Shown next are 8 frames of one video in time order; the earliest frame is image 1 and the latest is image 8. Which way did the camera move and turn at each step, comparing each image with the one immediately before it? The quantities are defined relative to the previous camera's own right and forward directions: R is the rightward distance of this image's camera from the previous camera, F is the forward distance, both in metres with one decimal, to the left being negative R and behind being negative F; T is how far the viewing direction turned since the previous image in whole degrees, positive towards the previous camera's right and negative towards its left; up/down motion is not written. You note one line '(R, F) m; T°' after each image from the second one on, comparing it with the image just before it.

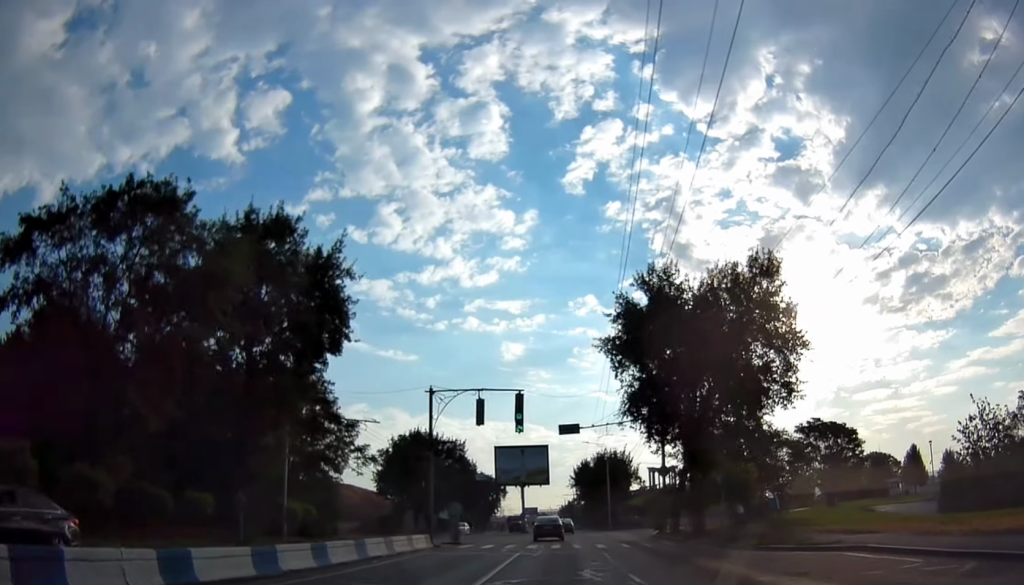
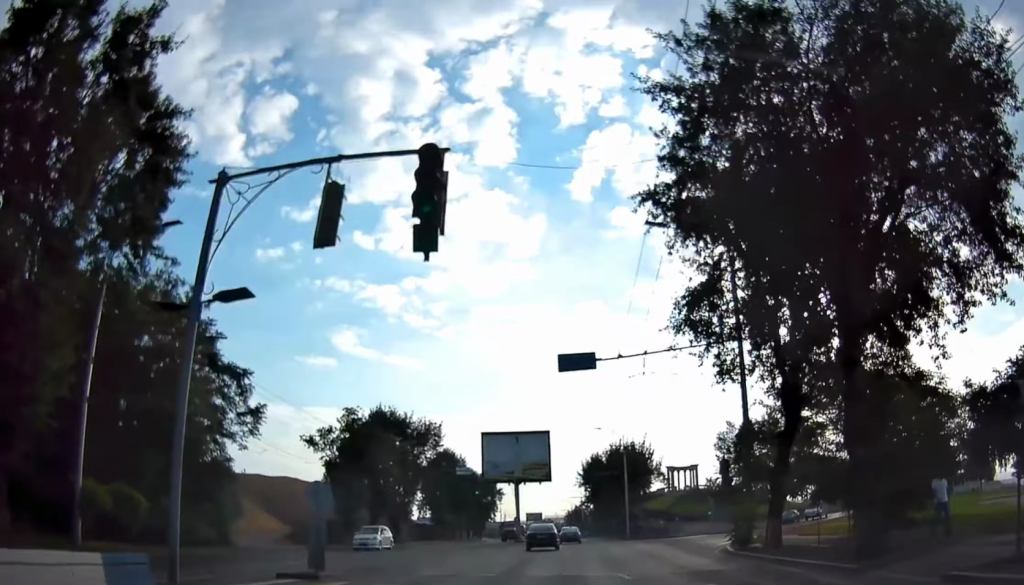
(+0.1, +19.5) m; -1°
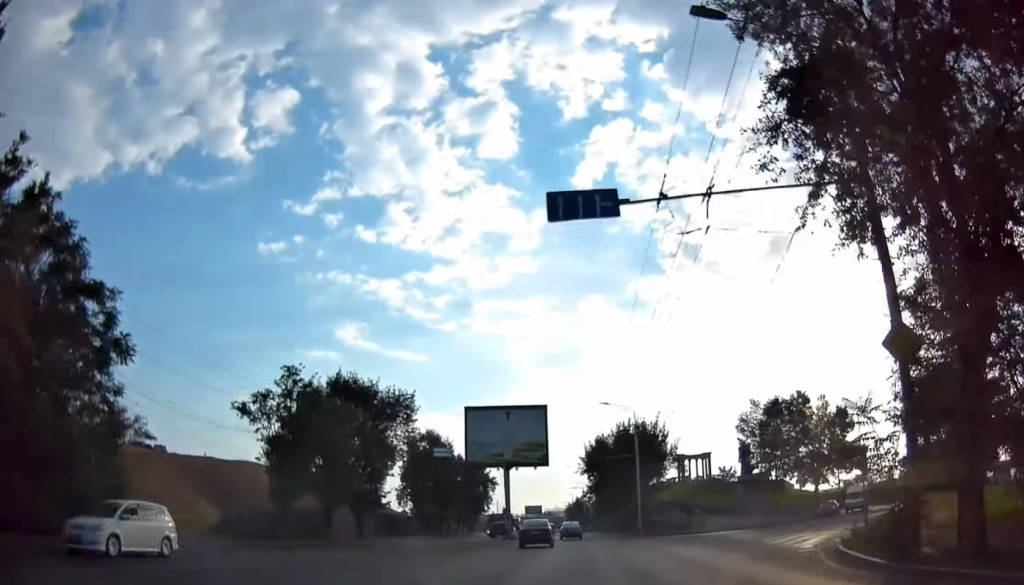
(-0.1, +12.0) m; 0°
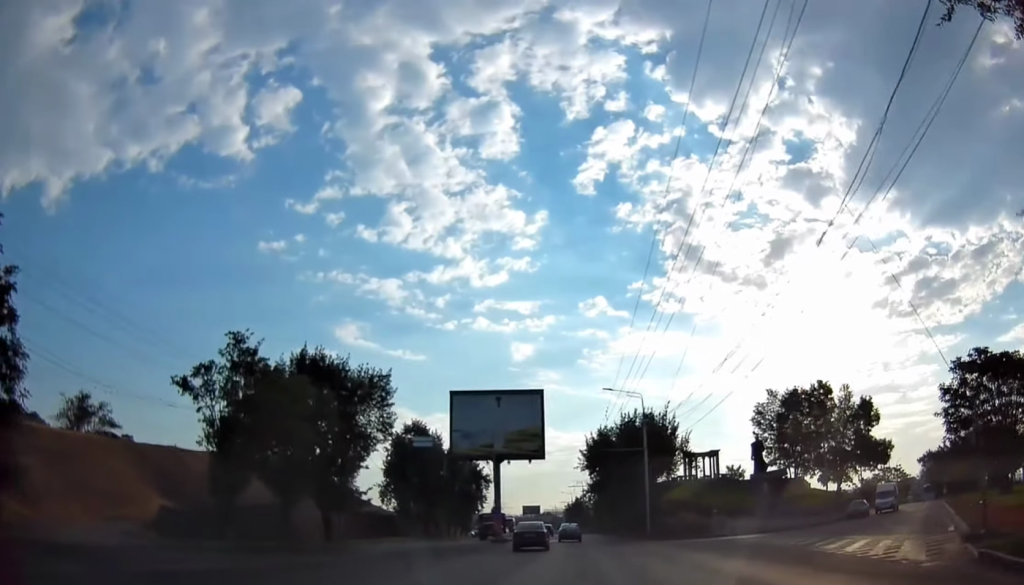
(-0.2, +7.4) m; 0°
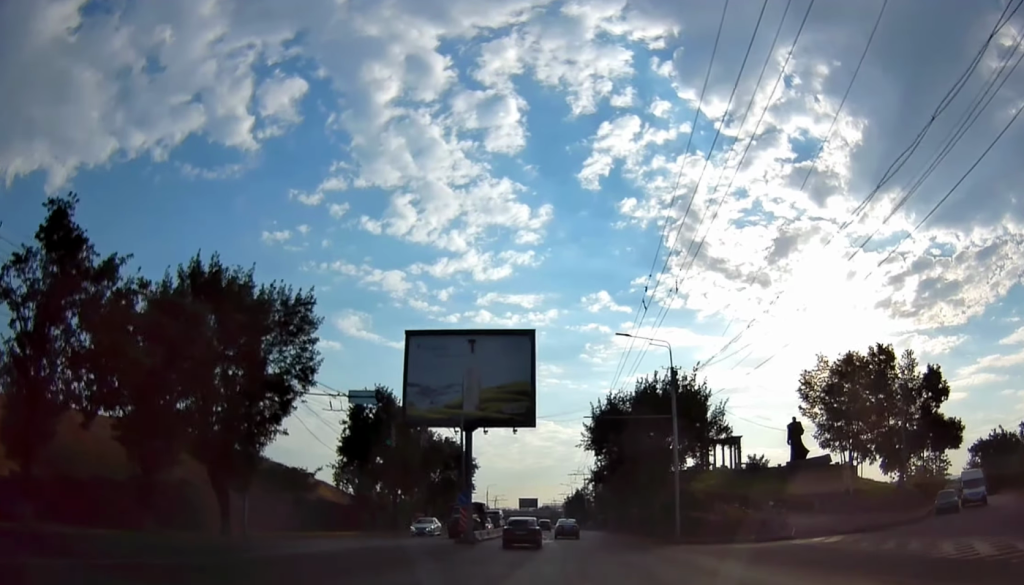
(+0.2, +15.2) m; 0°
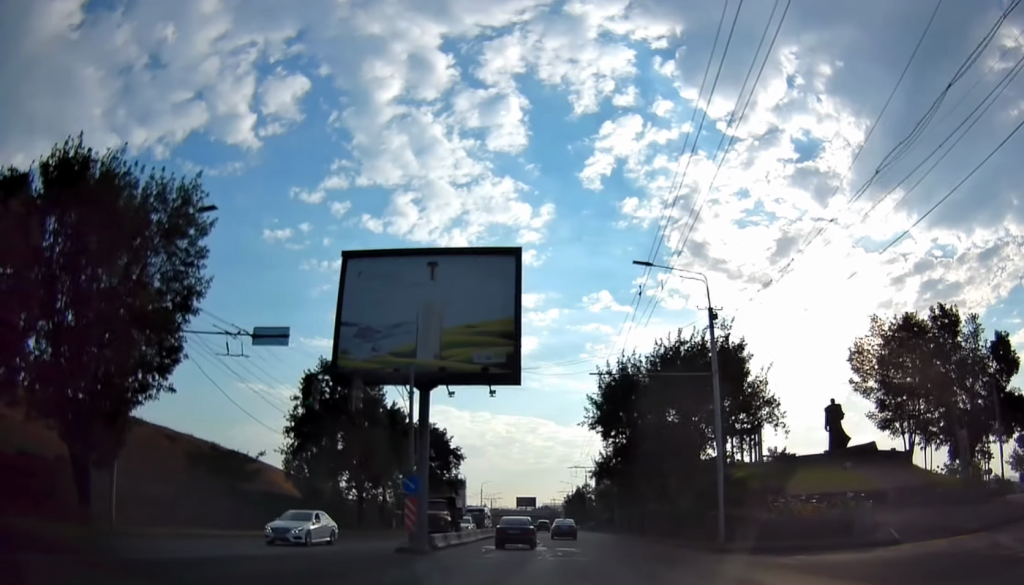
(+0.1, +11.5) m; 0°
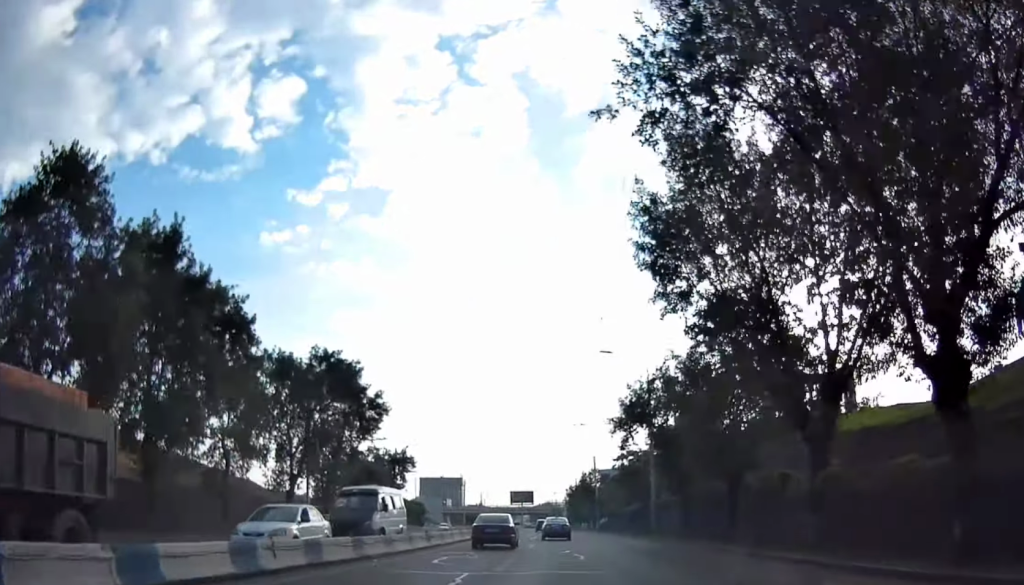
(+0.1, +31.4) m; 0°
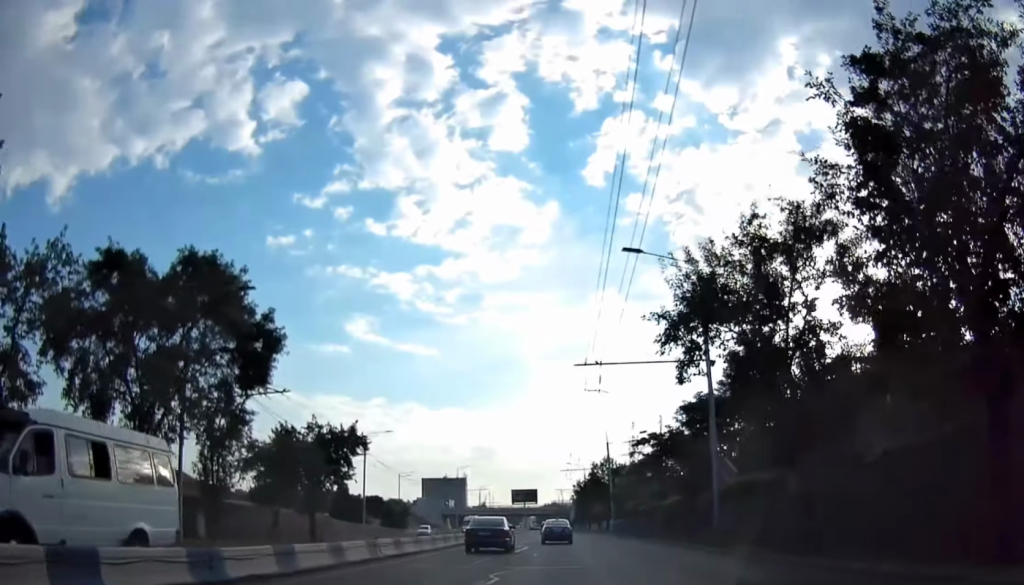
(-0.2, +17.3) m; -1°
